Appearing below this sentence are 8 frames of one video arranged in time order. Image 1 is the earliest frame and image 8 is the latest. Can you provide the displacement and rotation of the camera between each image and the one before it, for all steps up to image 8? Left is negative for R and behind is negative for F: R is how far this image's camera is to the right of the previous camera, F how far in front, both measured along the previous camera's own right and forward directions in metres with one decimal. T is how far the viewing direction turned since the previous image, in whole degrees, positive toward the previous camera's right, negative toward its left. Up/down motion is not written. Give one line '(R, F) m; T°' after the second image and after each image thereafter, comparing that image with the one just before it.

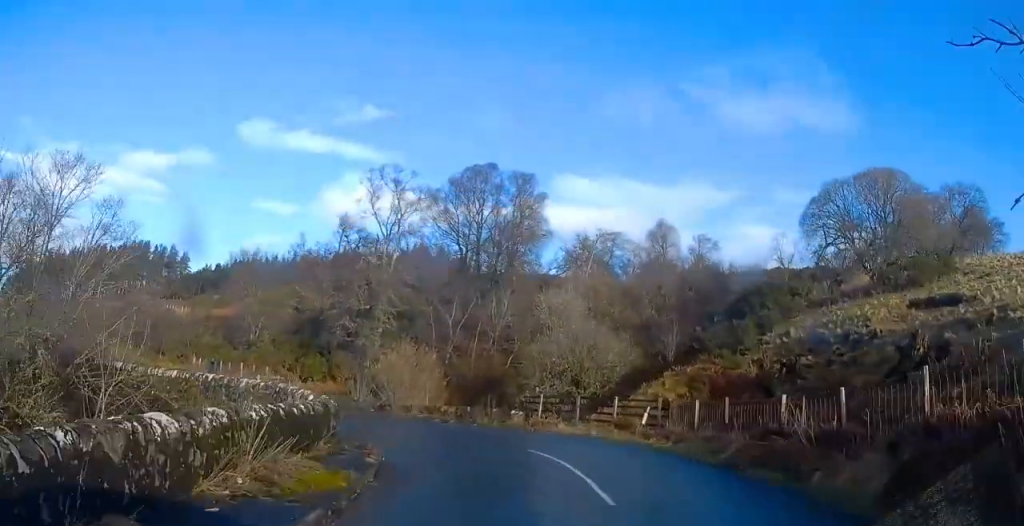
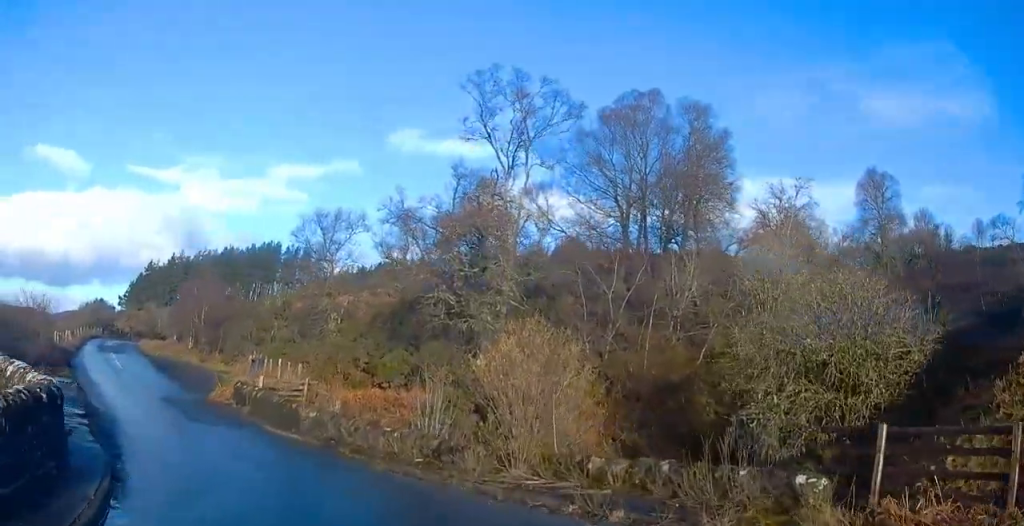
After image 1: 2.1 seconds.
(-1.4, +15.1) m; -23°
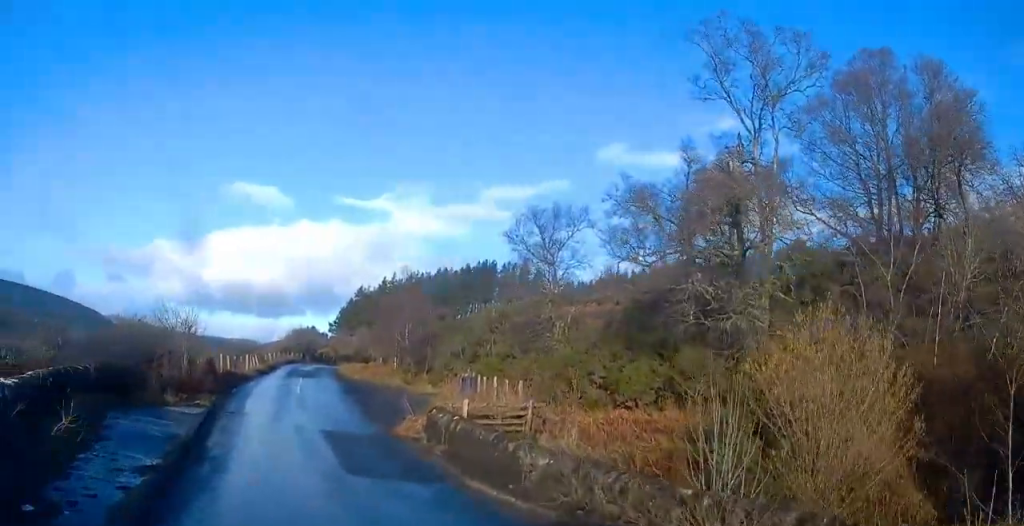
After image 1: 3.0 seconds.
(-1.0, +4.8) m; -14°
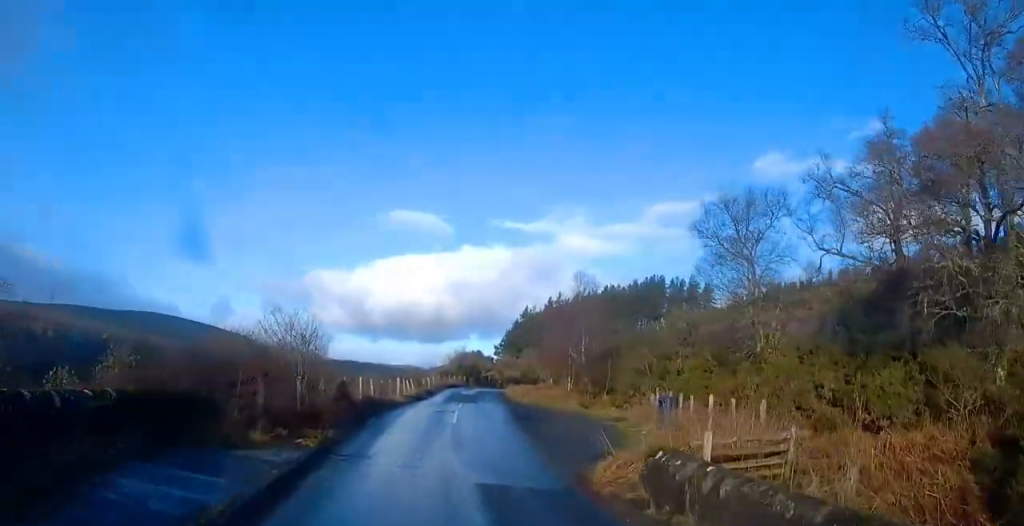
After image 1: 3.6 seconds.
(-0.4, +4.5) m; -6°
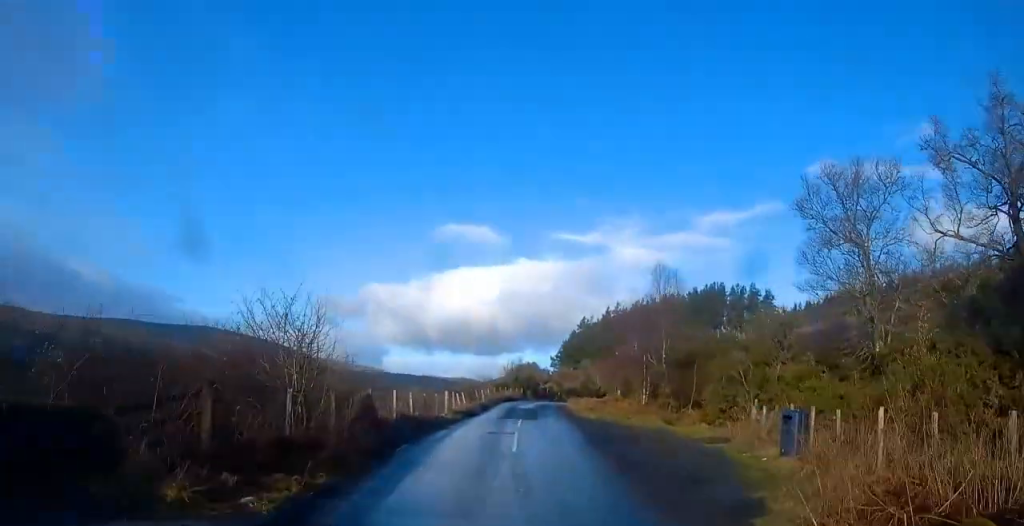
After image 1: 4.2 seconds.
(-0.1, +4.4) m; -4°
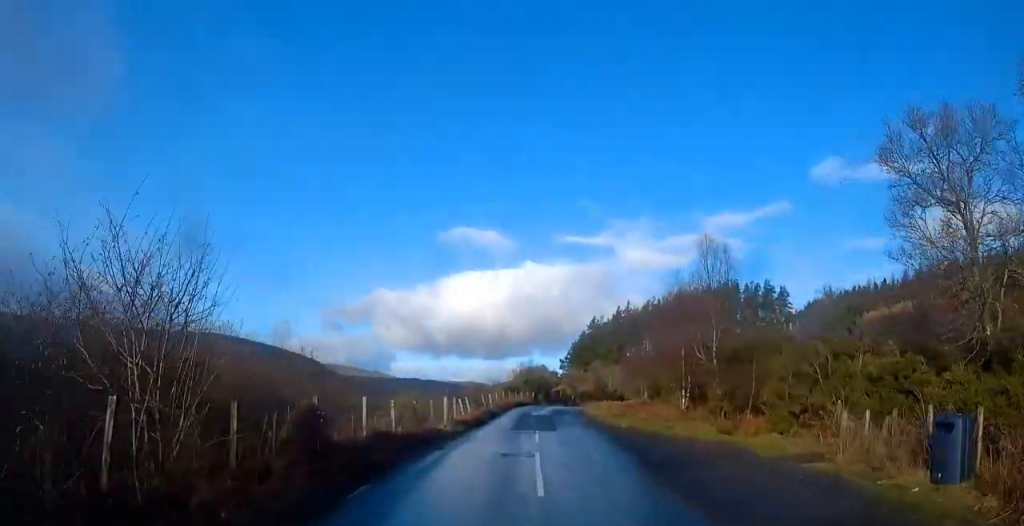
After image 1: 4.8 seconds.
(-0.2, +5.2) m; -4°
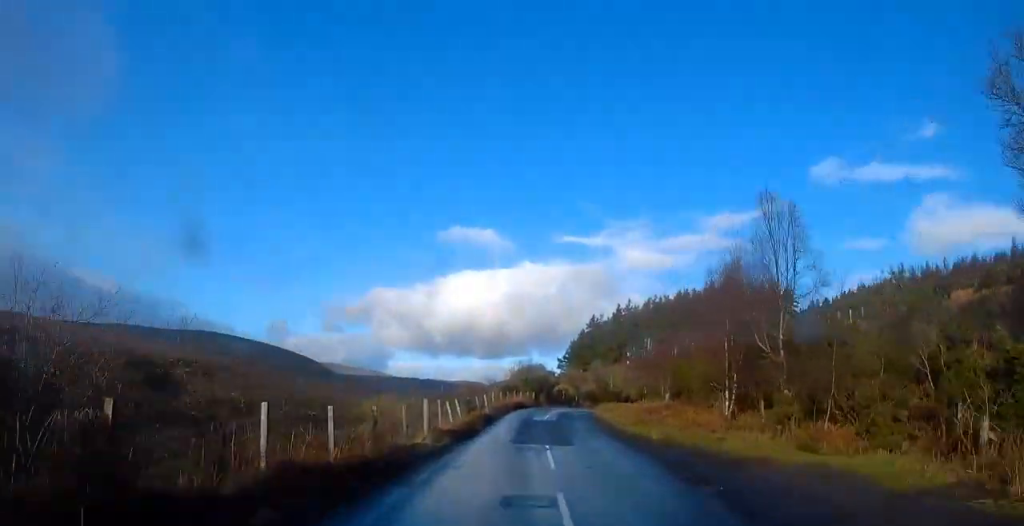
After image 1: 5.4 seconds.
(-0.2, +5.2) m; -1°
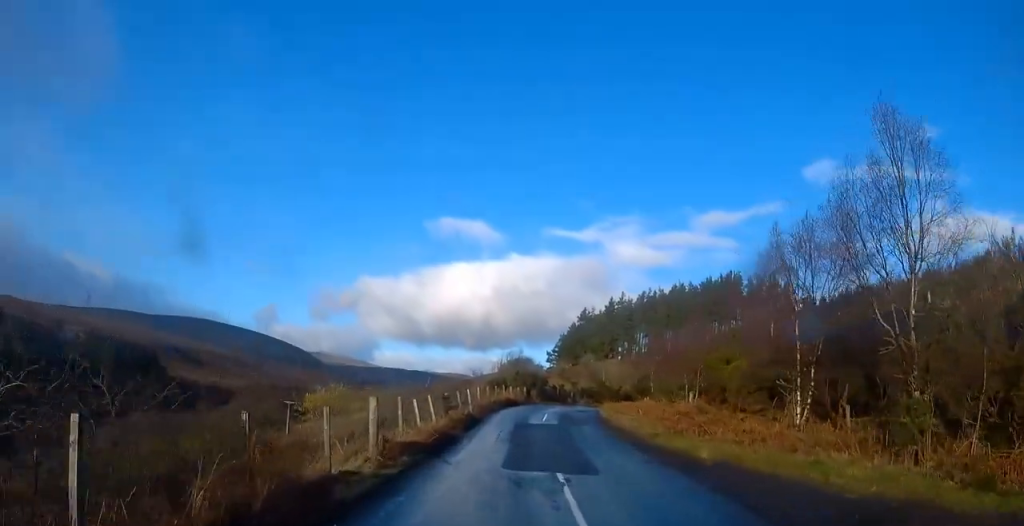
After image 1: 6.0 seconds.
(-0.4, +6.2) m; +1°
